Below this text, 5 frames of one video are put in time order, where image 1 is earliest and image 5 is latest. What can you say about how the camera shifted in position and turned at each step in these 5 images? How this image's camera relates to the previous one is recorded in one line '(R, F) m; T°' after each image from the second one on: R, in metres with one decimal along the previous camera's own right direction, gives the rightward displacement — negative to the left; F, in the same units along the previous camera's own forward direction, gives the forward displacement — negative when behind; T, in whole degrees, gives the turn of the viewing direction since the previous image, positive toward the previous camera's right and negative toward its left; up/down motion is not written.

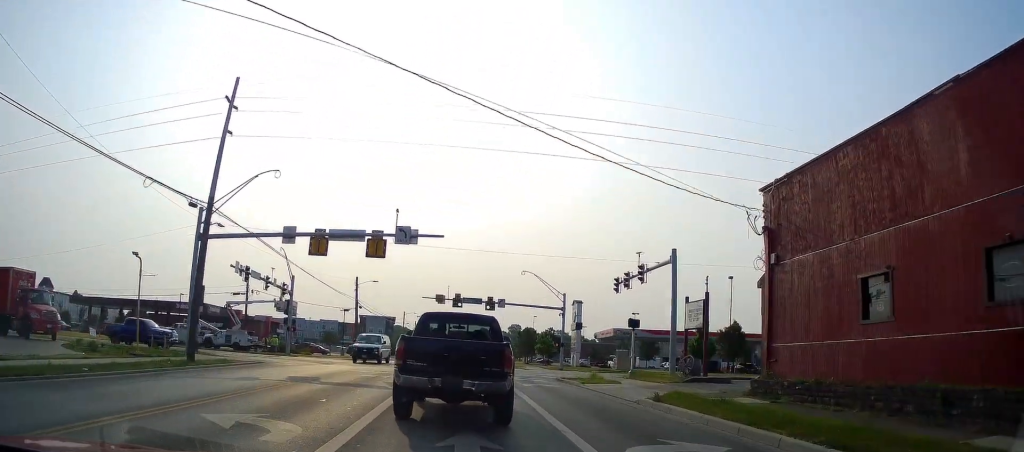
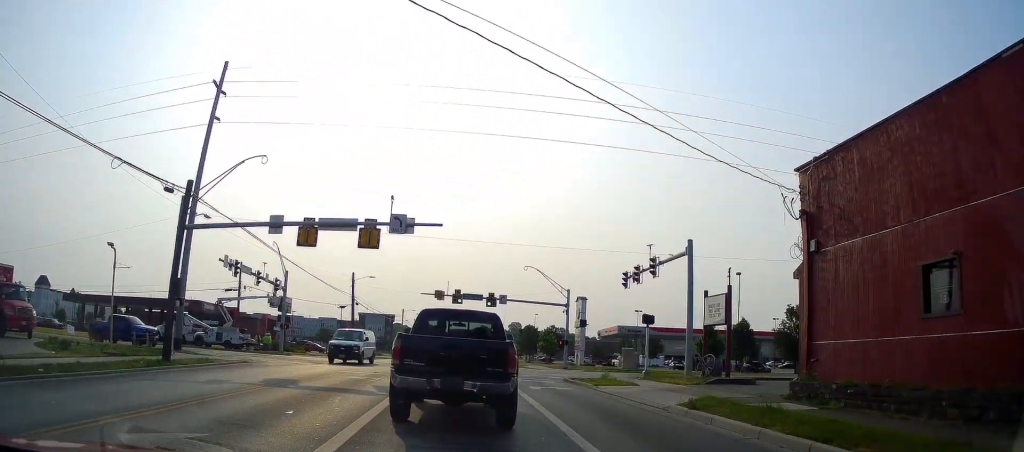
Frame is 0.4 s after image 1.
(+0.1, +1.8) m; +2°
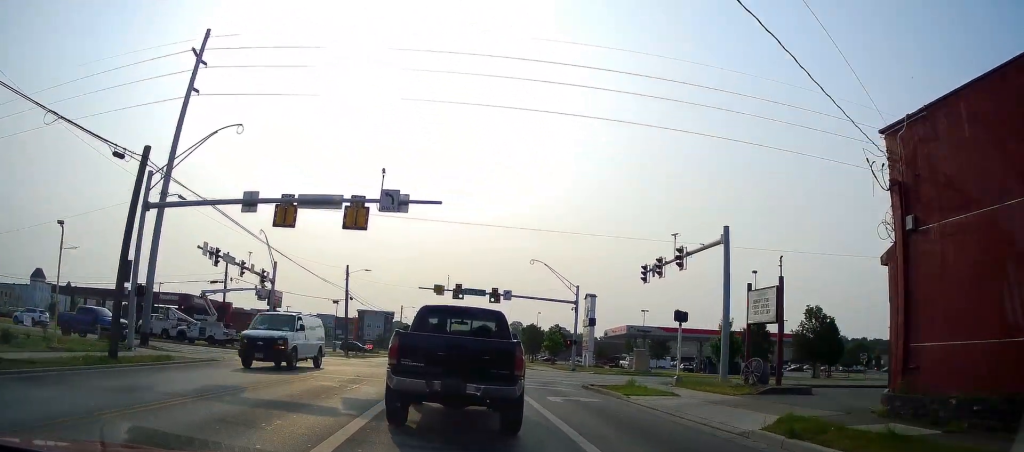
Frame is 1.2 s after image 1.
(0.0, +3.1) m; -2°
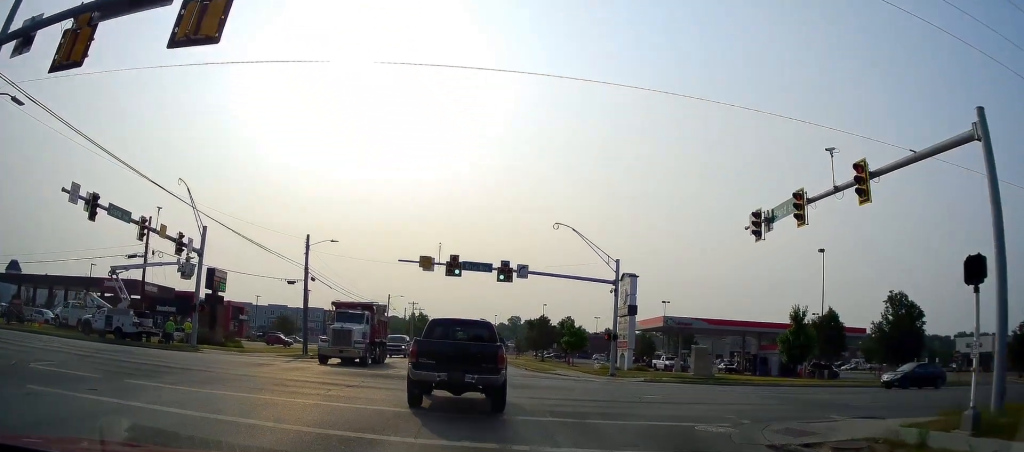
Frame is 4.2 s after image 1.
(-0.7, +16.3) m; -4°
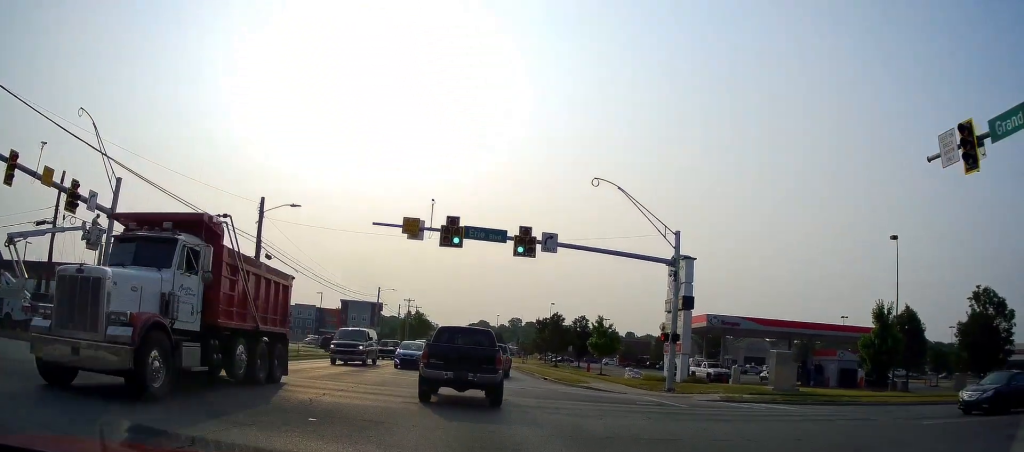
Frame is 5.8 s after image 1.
(+0.1, +11.5) m; -1°
